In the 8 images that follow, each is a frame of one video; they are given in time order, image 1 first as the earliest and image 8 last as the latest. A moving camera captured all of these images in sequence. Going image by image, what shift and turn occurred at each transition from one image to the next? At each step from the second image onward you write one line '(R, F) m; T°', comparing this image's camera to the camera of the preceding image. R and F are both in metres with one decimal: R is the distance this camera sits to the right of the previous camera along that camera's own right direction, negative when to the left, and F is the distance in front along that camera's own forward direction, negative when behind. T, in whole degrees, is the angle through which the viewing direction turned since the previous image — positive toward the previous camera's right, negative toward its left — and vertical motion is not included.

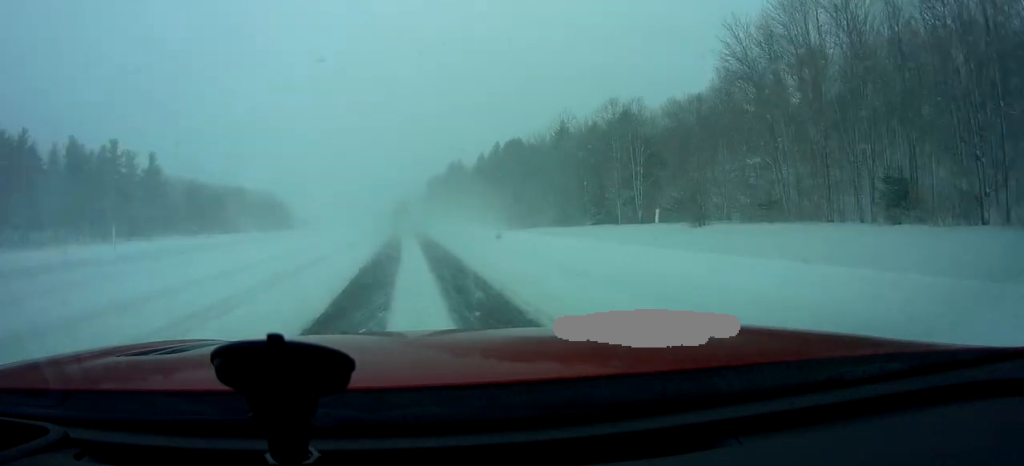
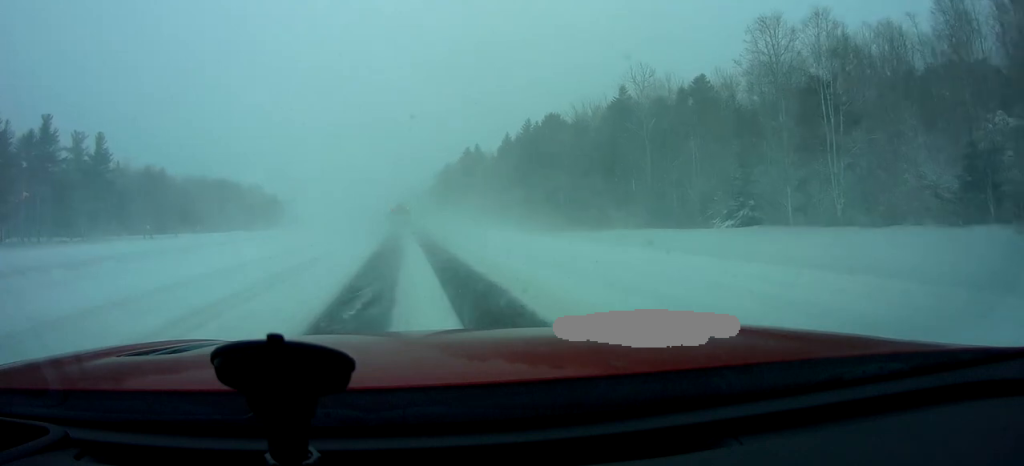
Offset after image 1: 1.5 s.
(-0.6, +34.5) m; -1°
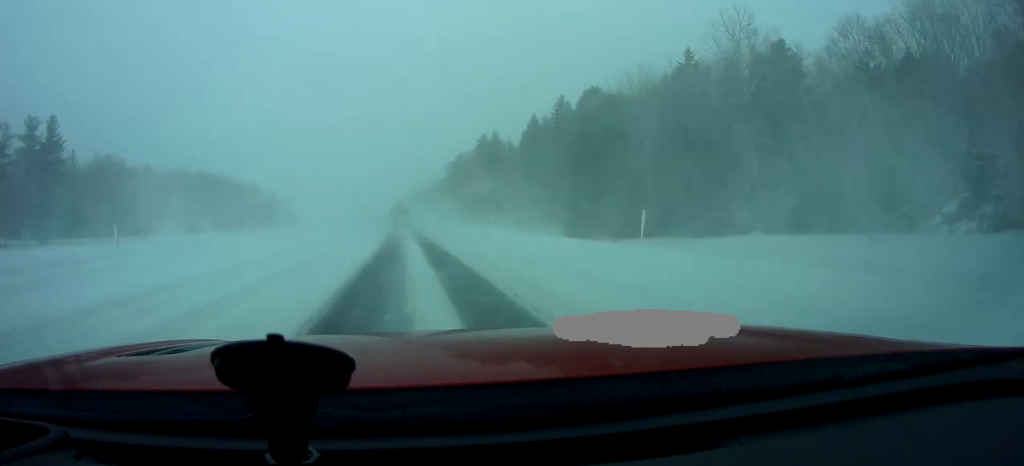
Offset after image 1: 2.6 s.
(+0.1, +24.4) m; -1°
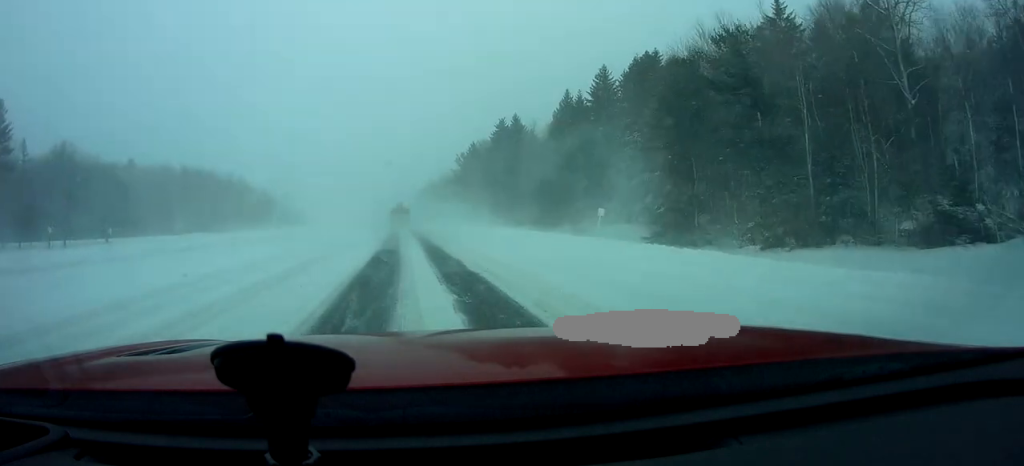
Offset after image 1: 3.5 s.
(-0.5, +21.2) m; 0°
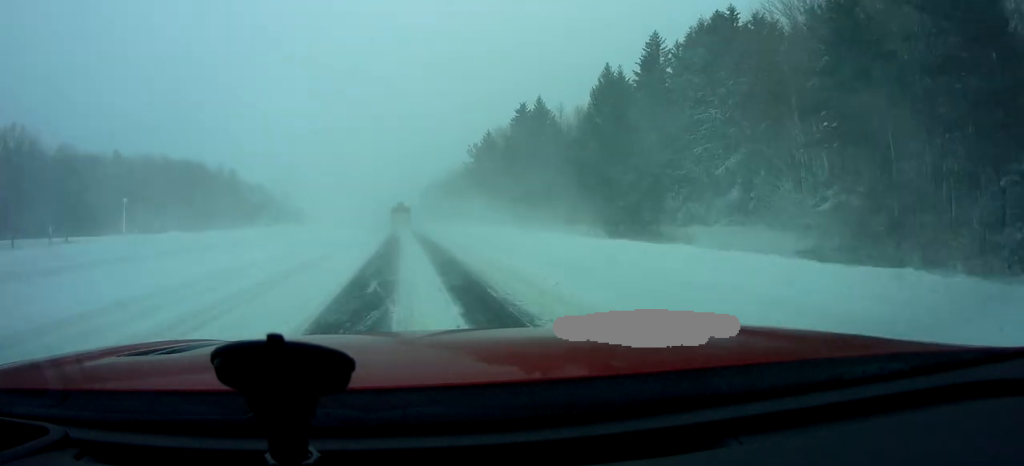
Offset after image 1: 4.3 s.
(+0.2, +17.7) m; 0°
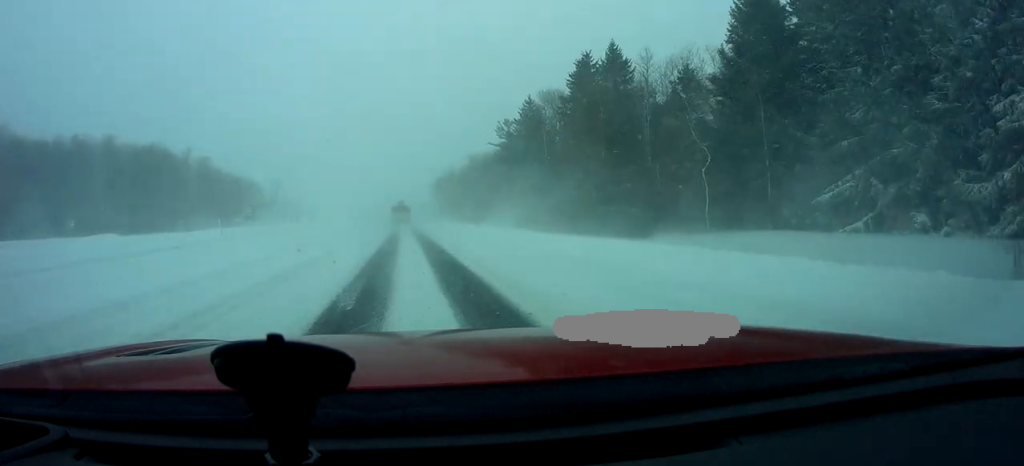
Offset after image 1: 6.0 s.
(-0.2, +36.2) m; 0°
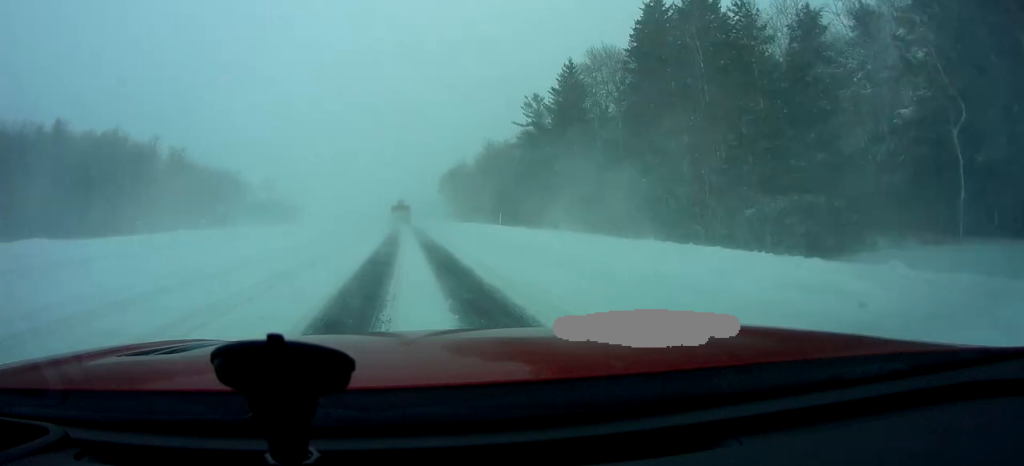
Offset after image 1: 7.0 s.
(+0.1, +23.1) m; -1°
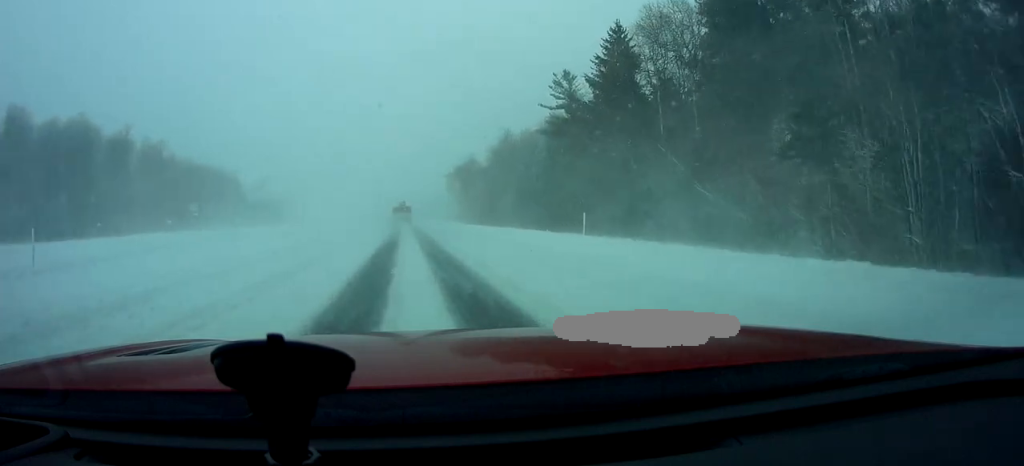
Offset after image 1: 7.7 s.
(-0.2, +16.4) m; -2°
